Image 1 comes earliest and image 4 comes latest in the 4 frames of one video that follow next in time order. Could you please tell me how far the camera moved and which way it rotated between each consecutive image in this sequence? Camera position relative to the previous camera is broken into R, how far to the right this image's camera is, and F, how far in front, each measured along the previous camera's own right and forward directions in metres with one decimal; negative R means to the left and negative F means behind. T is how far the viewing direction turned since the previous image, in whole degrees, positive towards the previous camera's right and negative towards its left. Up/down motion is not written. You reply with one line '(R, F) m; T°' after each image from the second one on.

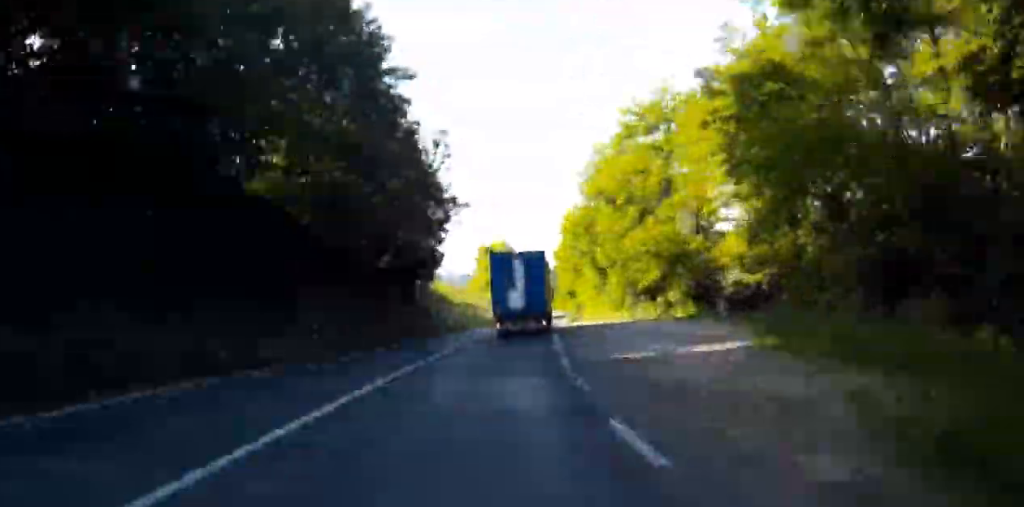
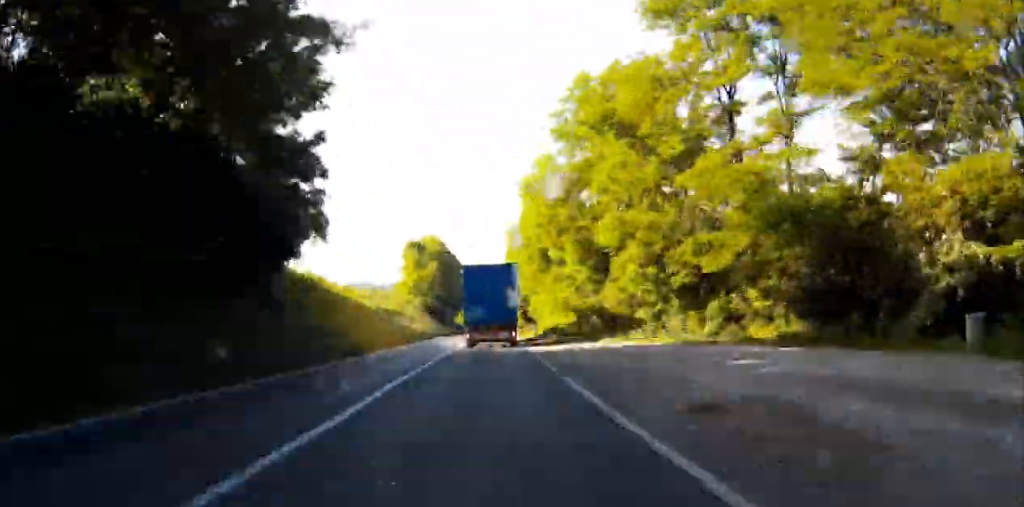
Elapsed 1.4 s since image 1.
(0.0, +26.0) m; 0°
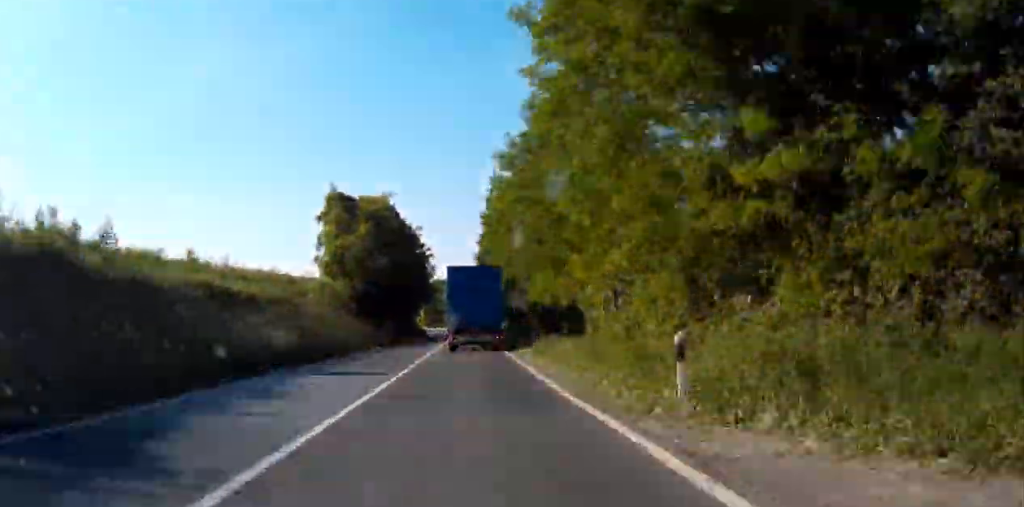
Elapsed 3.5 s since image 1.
(0.0, +38.8) m; 0°
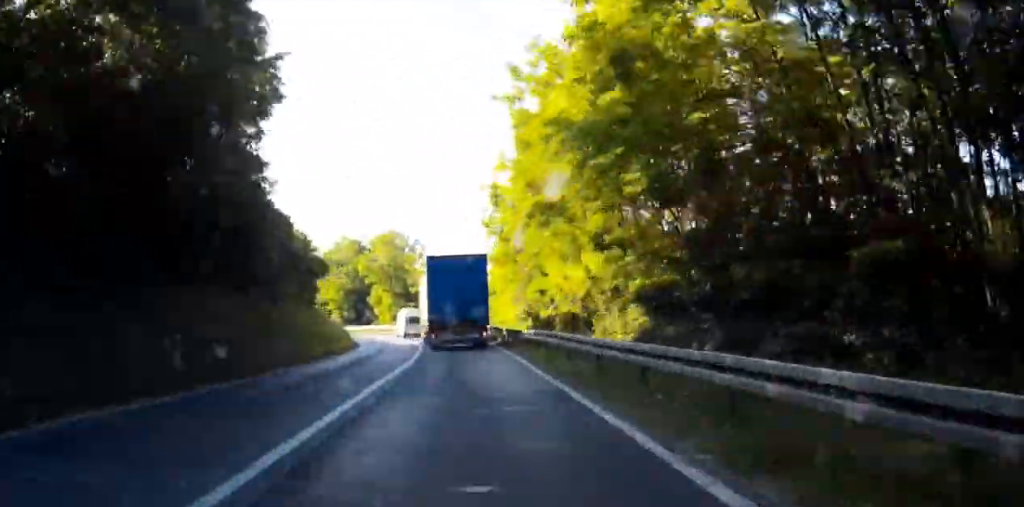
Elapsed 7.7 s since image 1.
(0.0, +76.6) m; -3°
